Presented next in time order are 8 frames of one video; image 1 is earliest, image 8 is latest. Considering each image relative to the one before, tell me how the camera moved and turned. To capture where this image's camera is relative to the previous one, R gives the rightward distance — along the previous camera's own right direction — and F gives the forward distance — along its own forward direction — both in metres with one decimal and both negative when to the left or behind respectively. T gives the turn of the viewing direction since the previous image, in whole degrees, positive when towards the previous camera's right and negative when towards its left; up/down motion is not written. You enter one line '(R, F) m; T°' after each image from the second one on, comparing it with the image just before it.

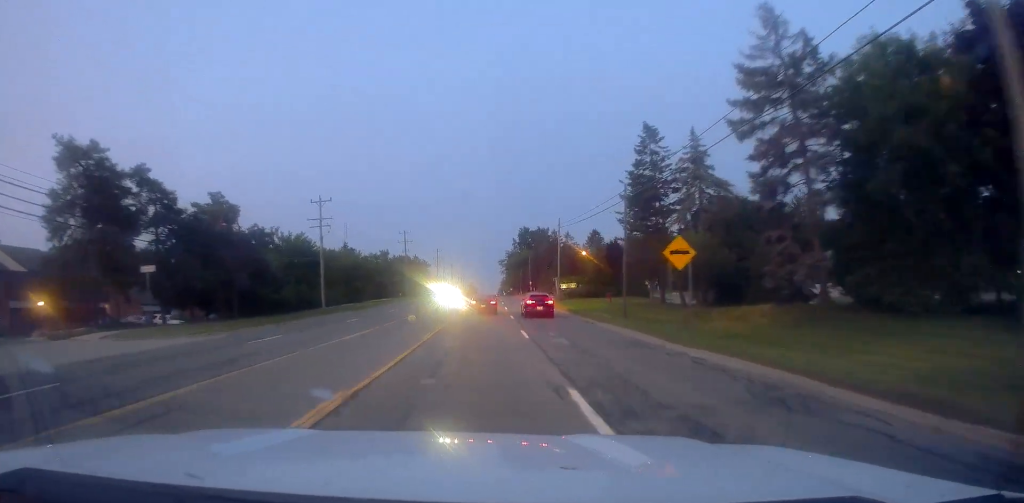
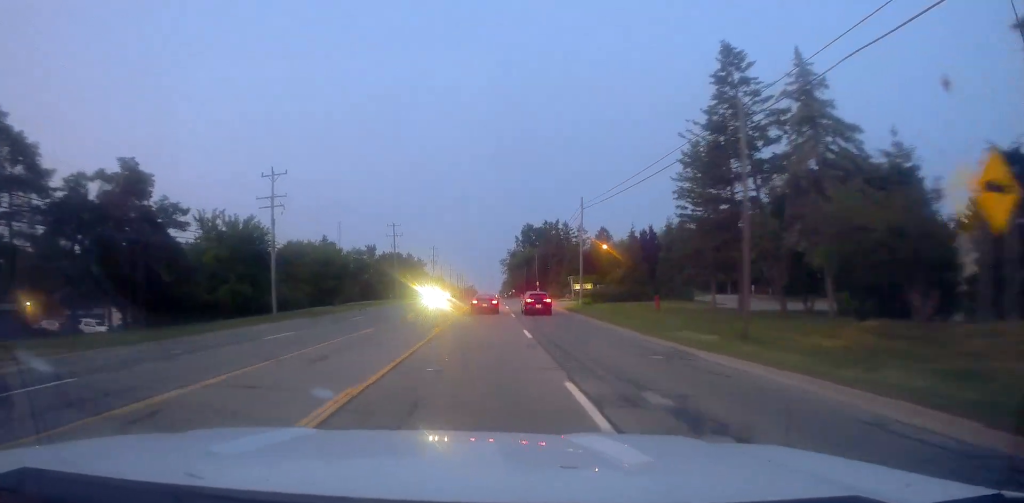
(+0.2, +14.8) m; 0°
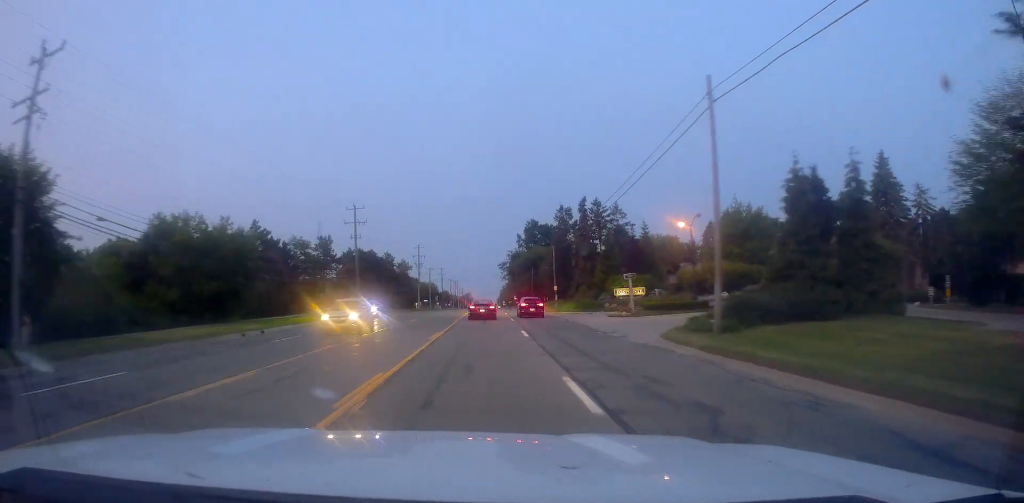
(-0.2, +29.7) m; +1°
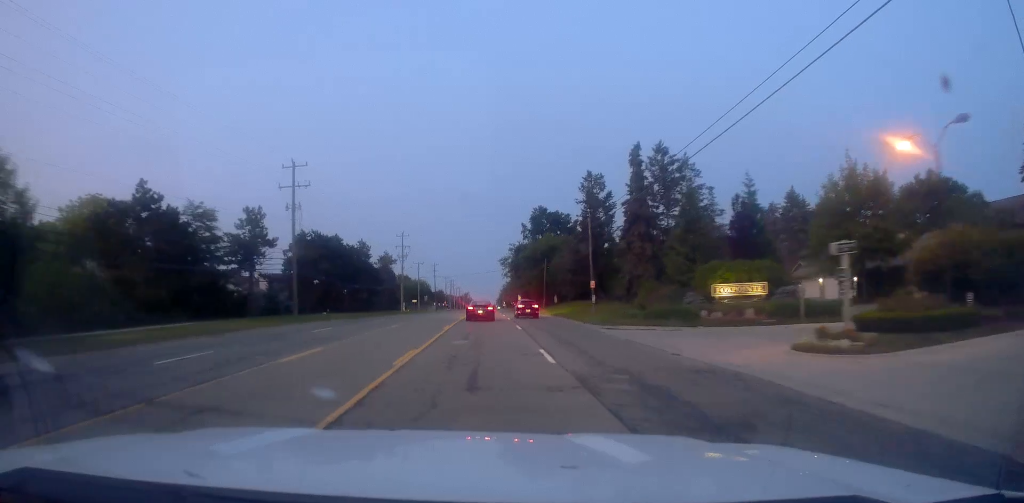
(0.0, +25.0) m; 0°
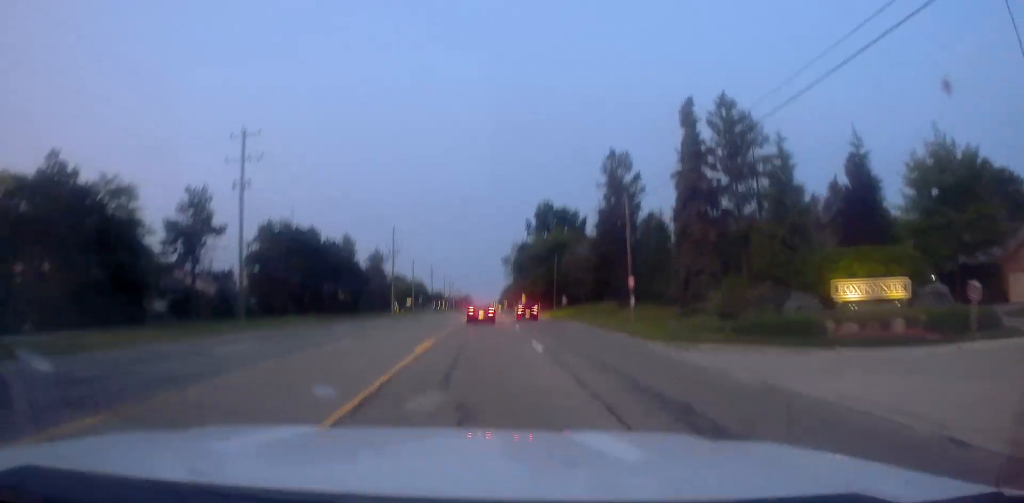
(+0.1, +11.6) m; 0°
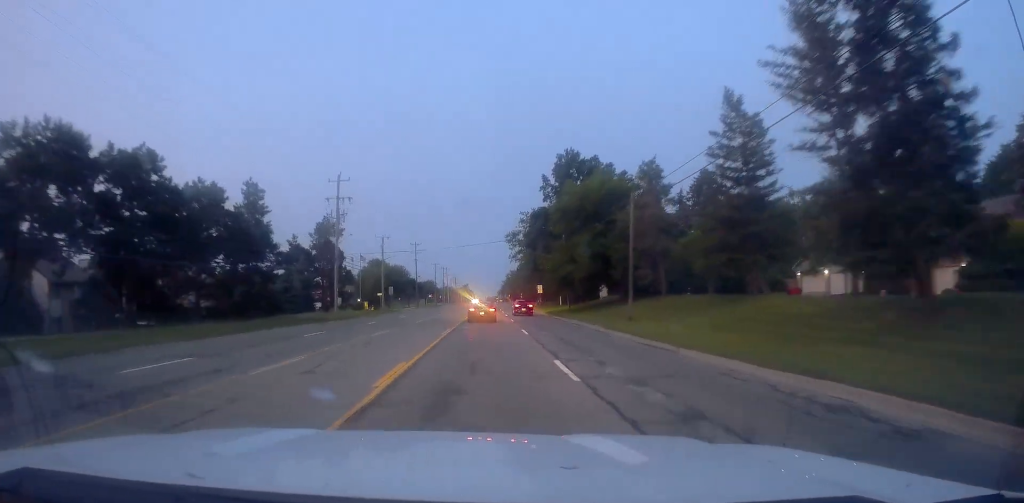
(-0.7, +36.7) m; -1°
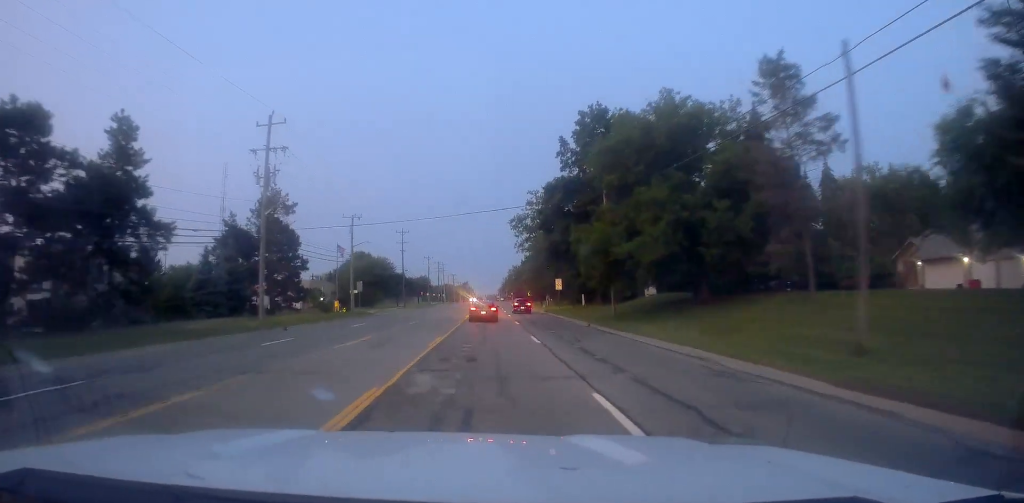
(+0.5, +21.1) m; 0°
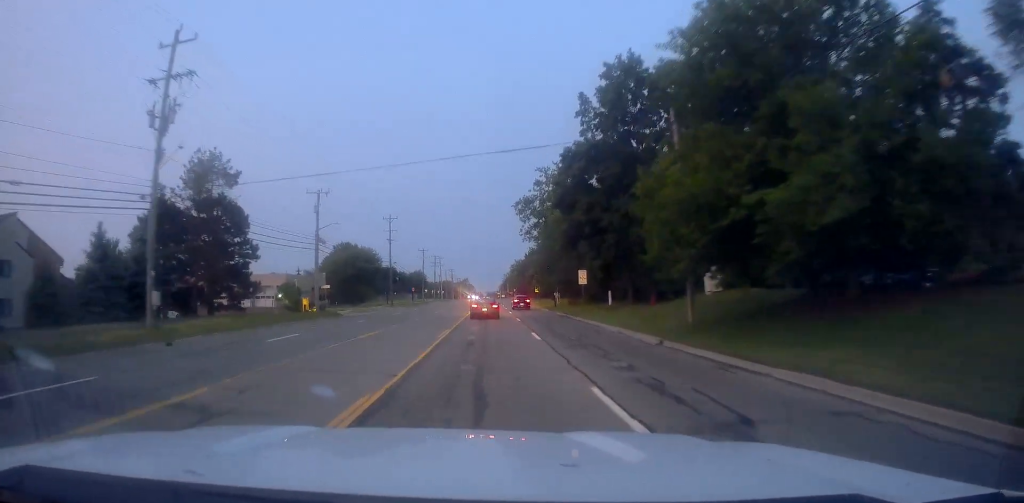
(-0.6, +14.9) m; 0°
